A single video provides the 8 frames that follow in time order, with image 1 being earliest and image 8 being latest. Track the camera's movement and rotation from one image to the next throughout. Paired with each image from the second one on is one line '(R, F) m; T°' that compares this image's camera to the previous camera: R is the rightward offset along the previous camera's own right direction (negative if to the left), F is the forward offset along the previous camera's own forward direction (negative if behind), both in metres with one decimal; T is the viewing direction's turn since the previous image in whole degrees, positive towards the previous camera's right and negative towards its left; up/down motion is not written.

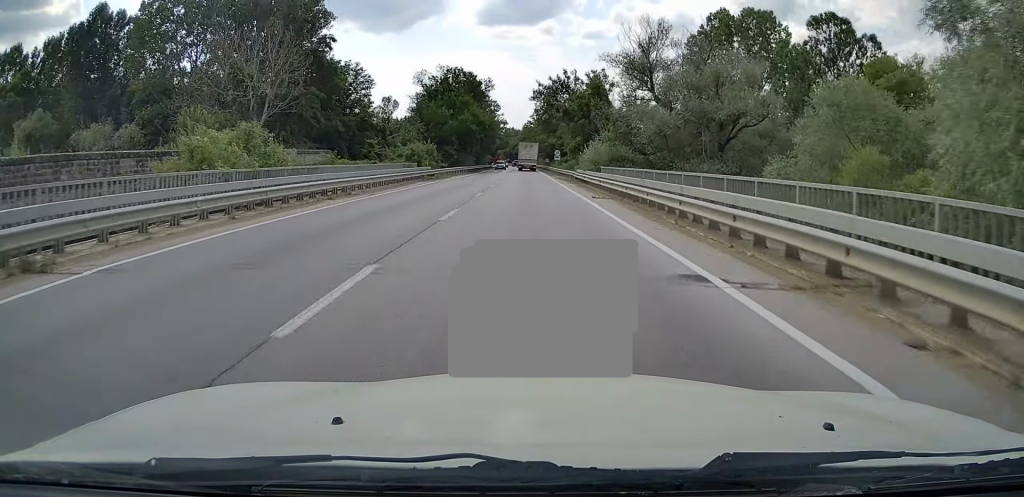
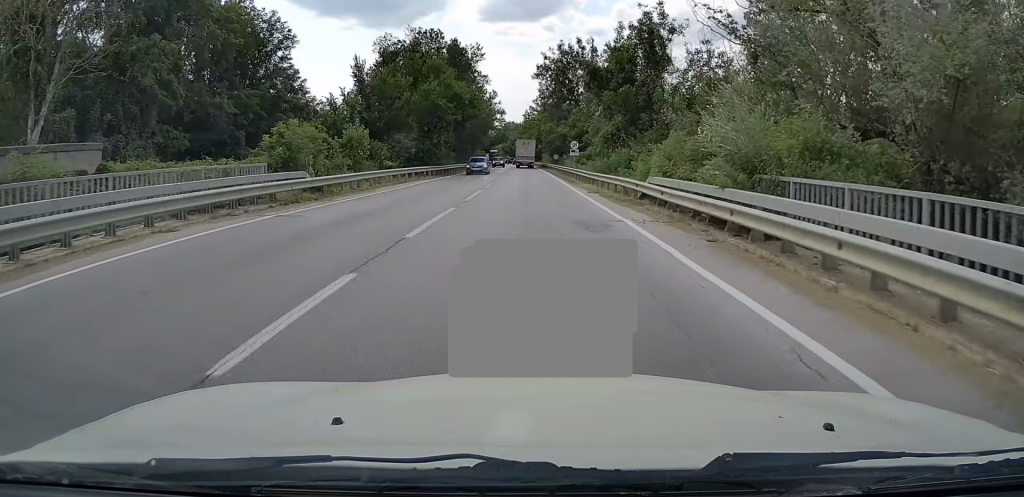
(-0.3, +27.6) m; 0°
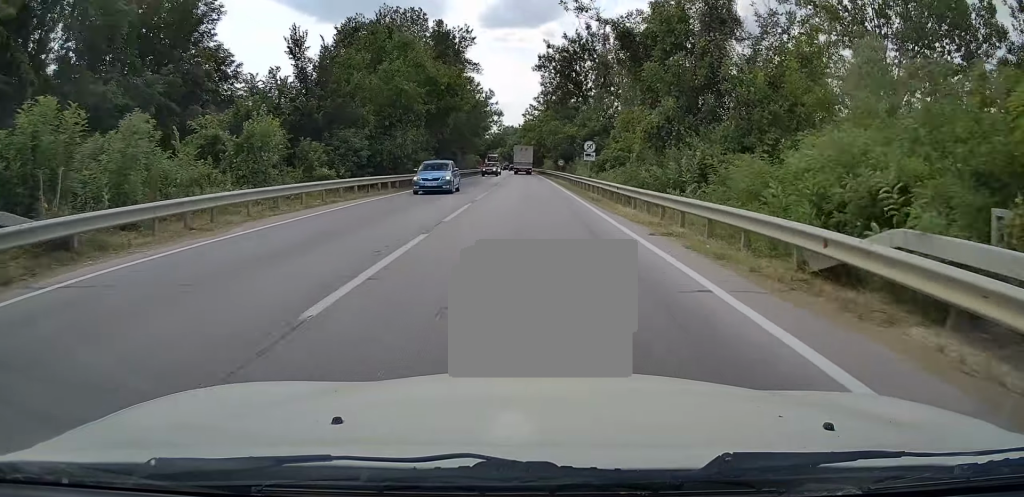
(+0.3, +13.4) m; 0°
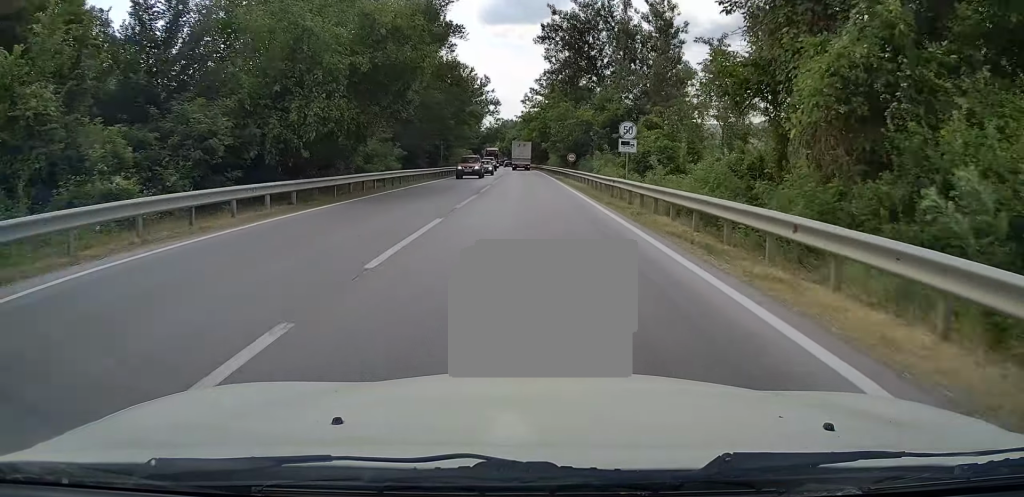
(-0.3, +15.6) m; 0°
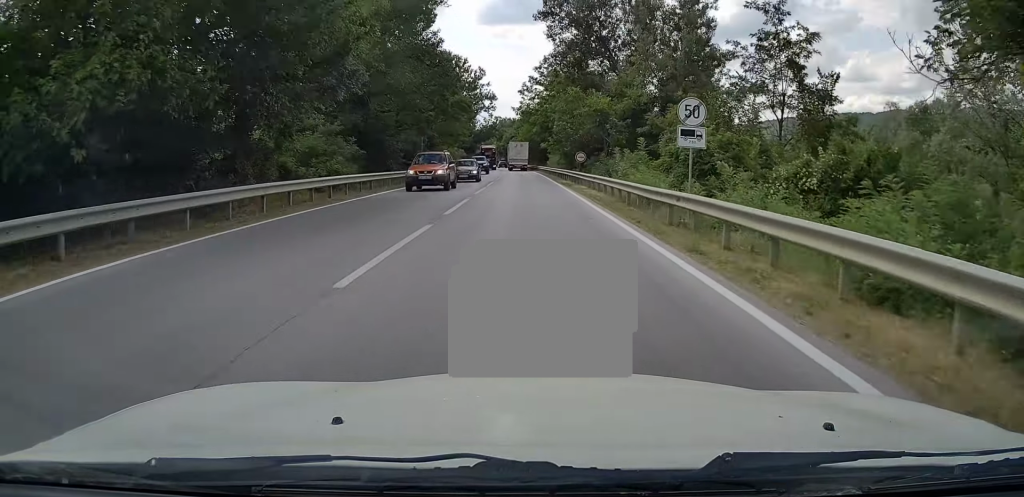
(-0.1, +10.4) m; 0°
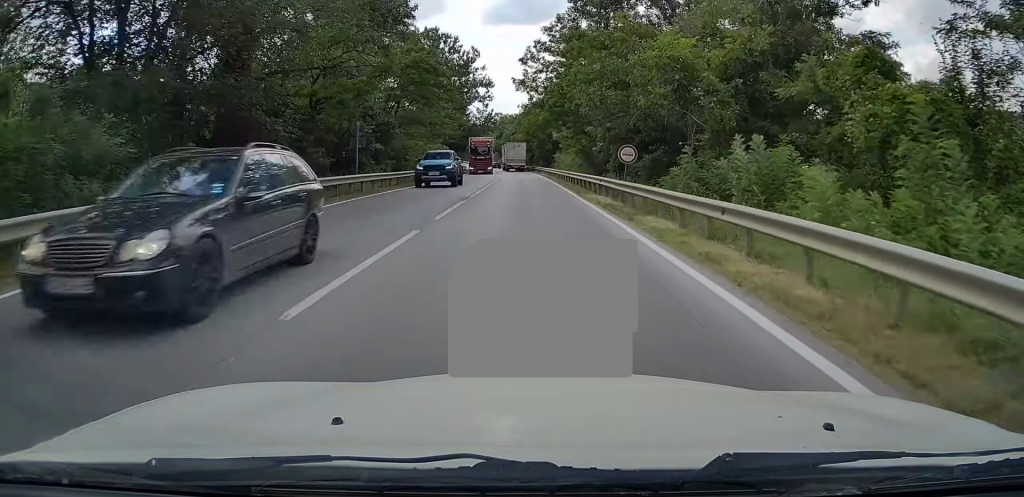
(+0.4, +19.2) m; 0°
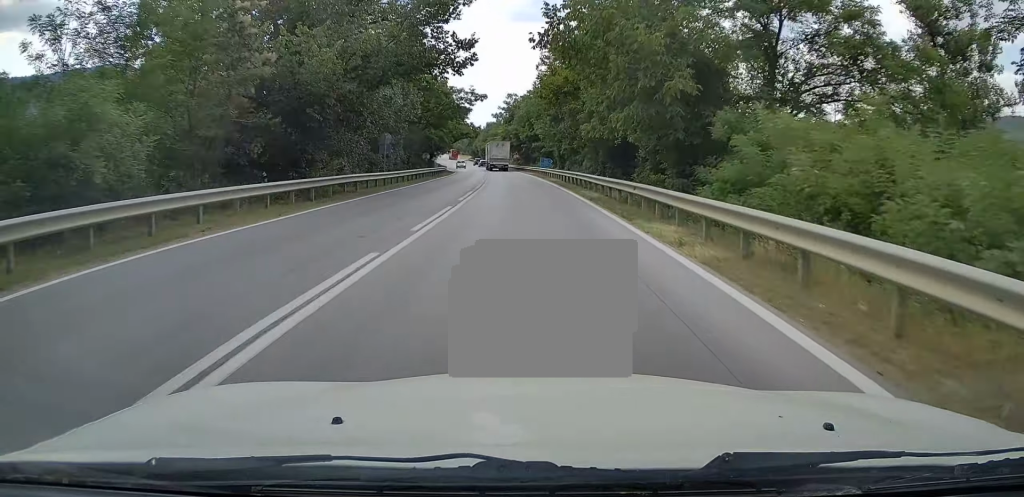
(-1.0, +56.2) m; -1°
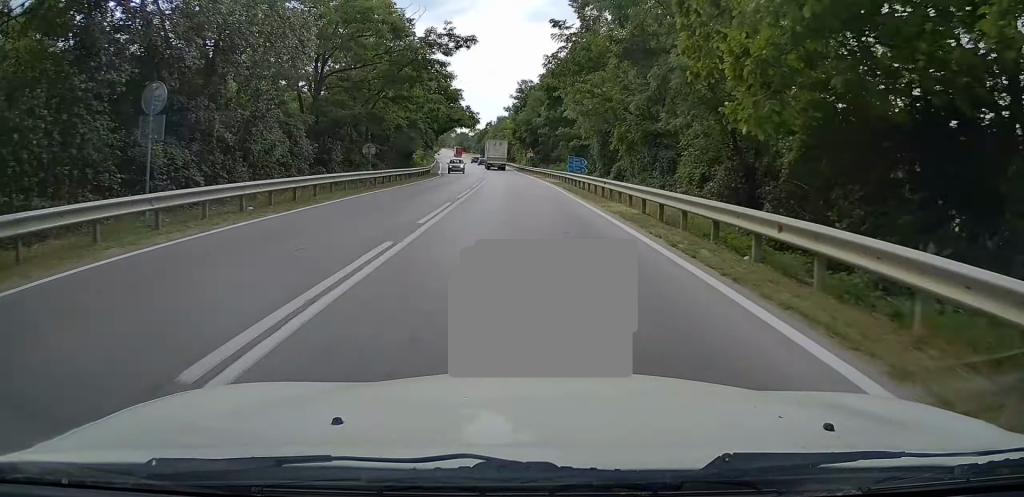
(0.0, +25.8) m; -2°
